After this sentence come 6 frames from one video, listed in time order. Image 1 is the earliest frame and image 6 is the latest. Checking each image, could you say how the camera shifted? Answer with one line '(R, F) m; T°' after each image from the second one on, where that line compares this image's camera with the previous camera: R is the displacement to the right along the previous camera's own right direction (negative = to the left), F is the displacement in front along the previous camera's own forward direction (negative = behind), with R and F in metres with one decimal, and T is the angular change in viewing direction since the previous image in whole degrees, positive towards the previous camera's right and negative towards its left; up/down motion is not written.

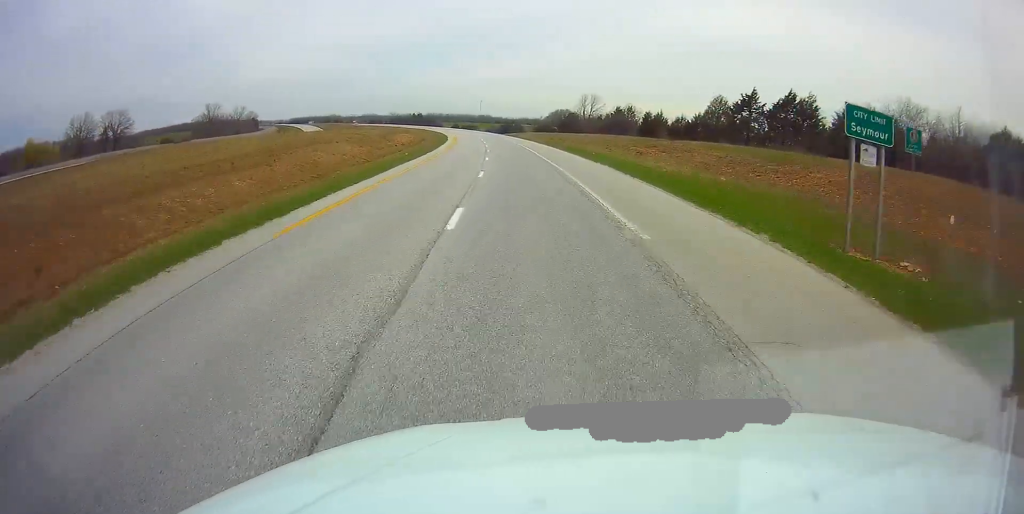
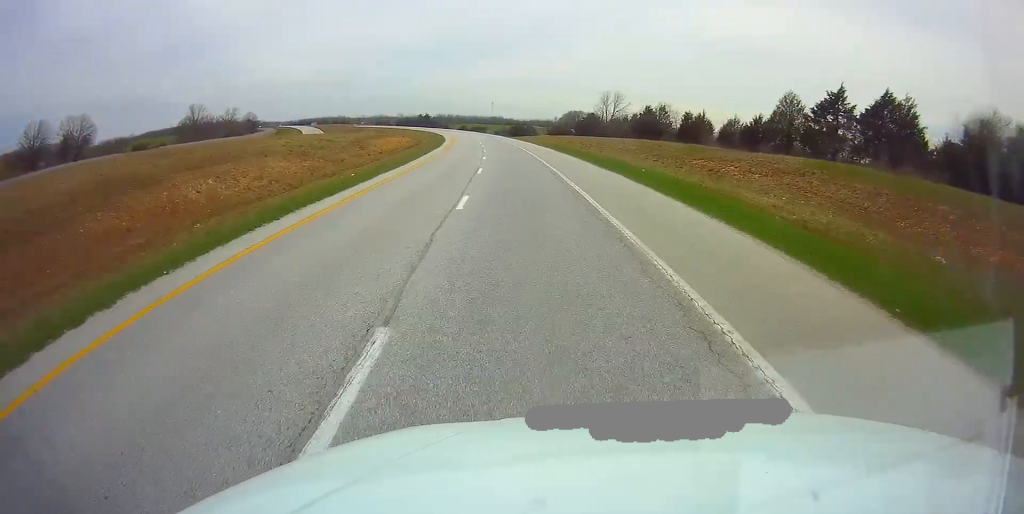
(-0.4, +20.8) m; -1°
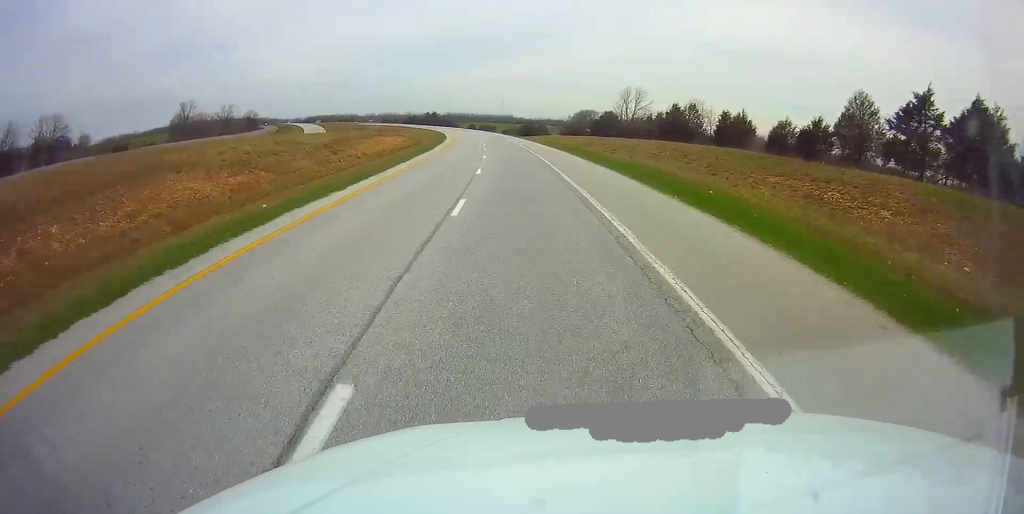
(-0.1, +13.5) m; -1°
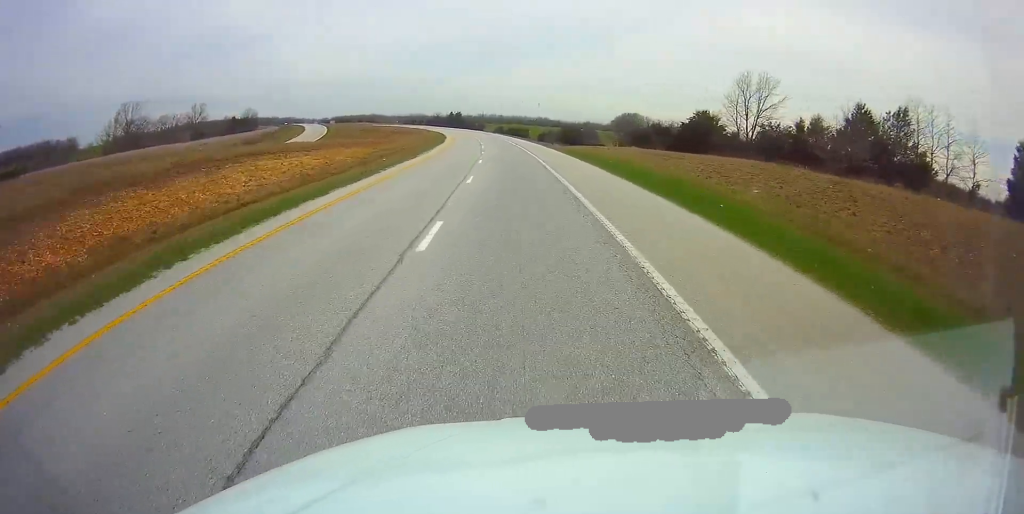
(-1.5, +51.7) m; -4°
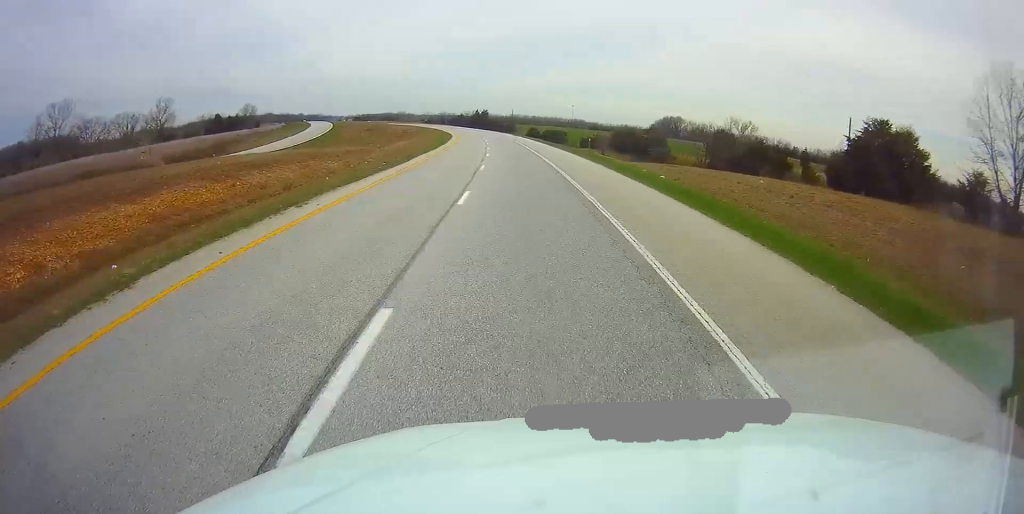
(-1.0, +42.3) m; -3°
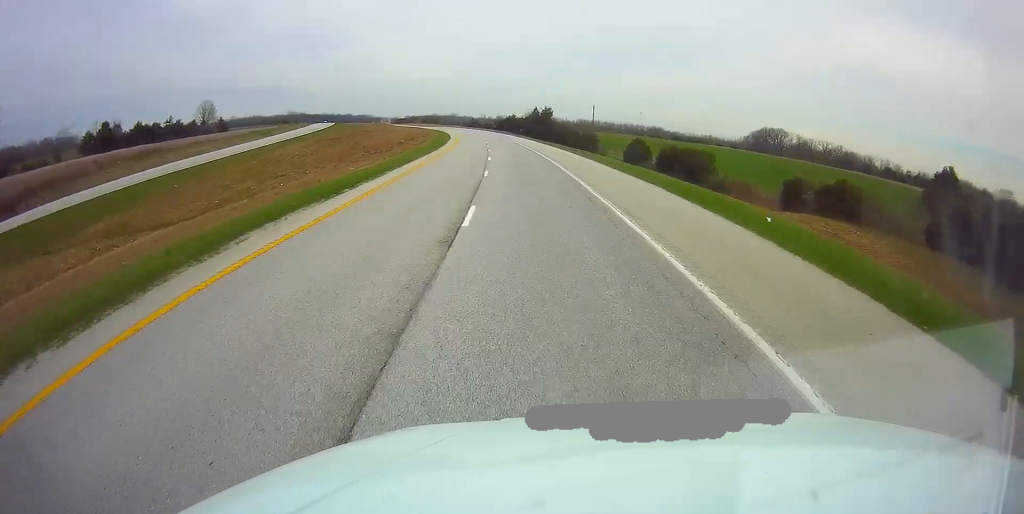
(-5.5, +99.0) m; -6°
